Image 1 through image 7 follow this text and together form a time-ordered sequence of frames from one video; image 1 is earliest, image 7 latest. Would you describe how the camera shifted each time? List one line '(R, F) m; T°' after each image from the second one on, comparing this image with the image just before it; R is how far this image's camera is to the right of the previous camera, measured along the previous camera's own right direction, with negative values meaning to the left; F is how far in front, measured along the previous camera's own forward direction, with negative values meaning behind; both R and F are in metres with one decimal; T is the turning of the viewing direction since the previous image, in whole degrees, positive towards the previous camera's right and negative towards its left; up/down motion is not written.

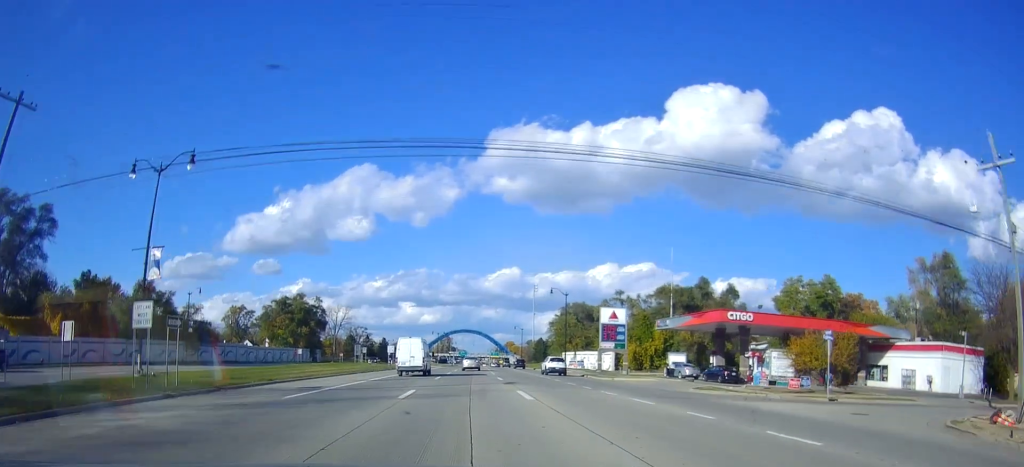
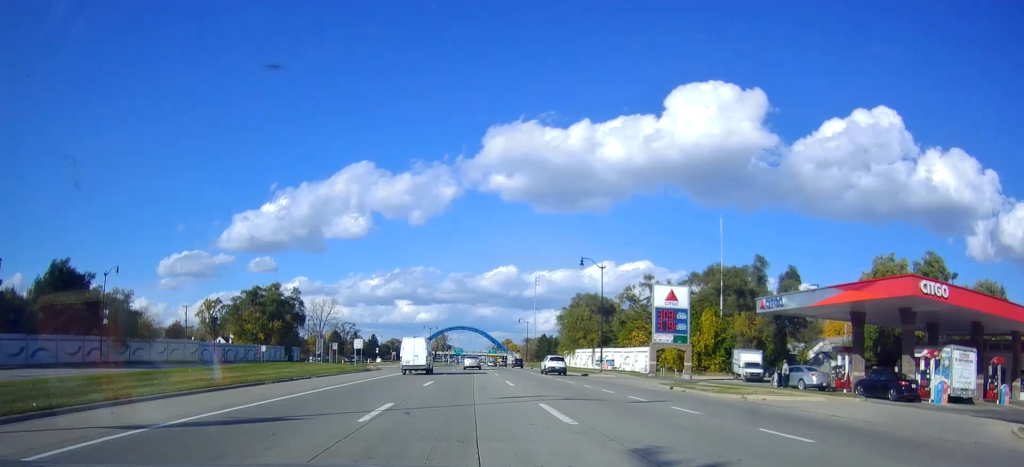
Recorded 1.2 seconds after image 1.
(-0.1, +22.6) m; 0°
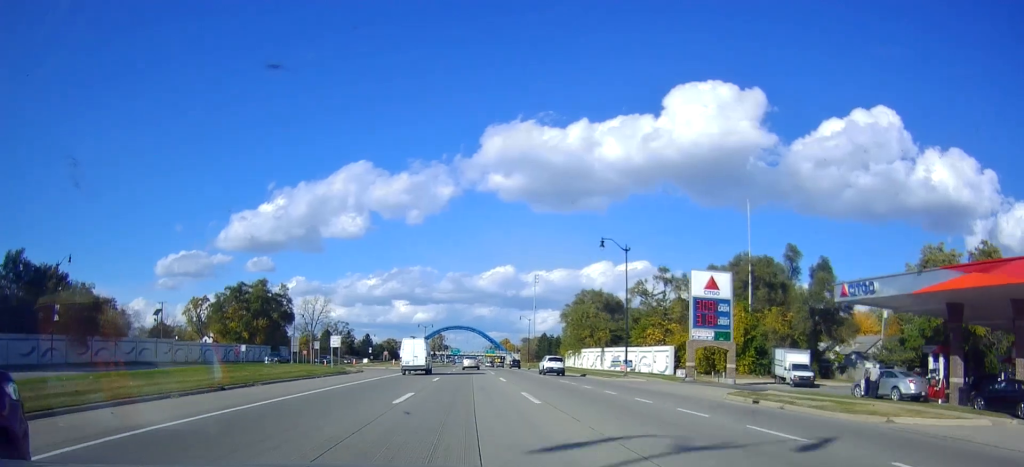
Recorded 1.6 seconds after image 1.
(+0.1, +8.9) m; 0°
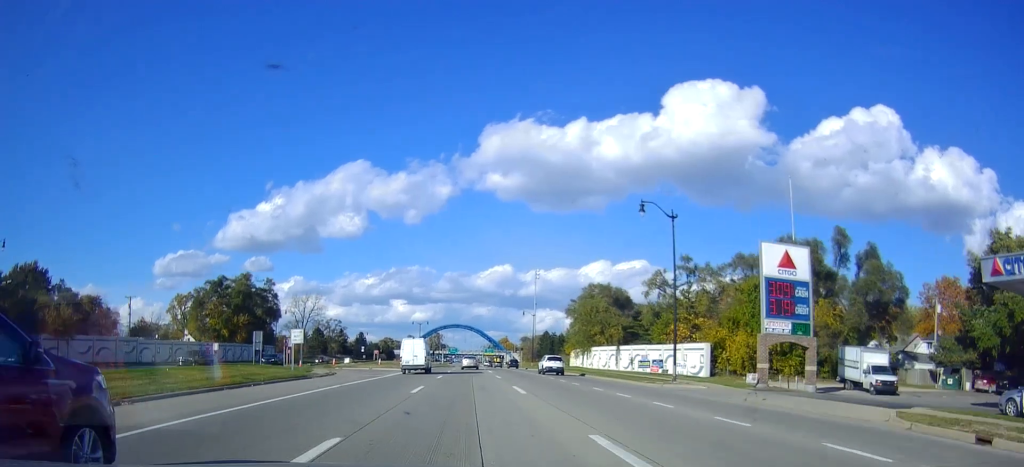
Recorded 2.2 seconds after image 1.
(+0.2, +11.4) m; +1°
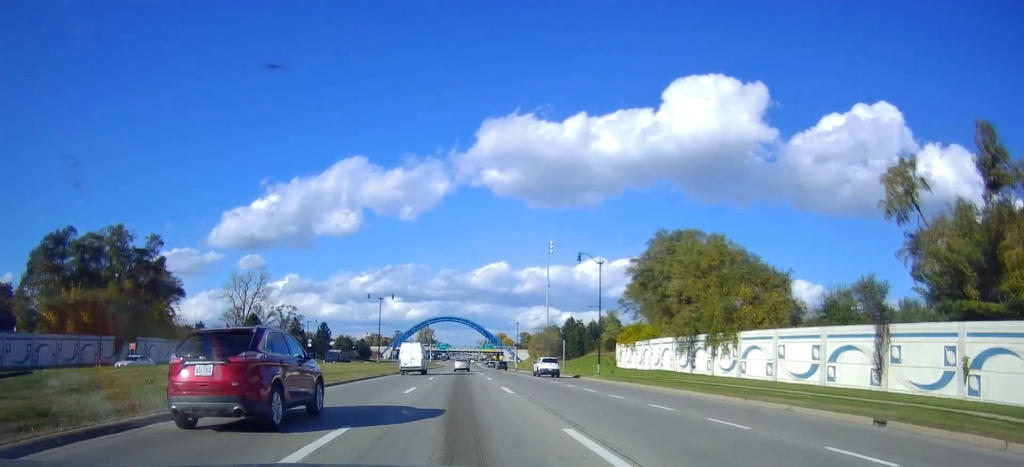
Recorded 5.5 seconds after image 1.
(+0.1, +60.3) m; 0°
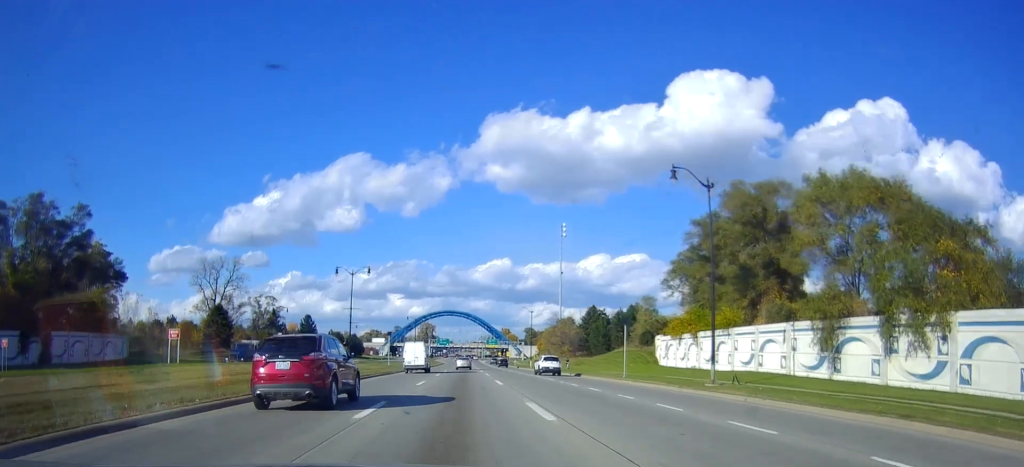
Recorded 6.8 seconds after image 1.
(-0.6, +24.0) m; -2°
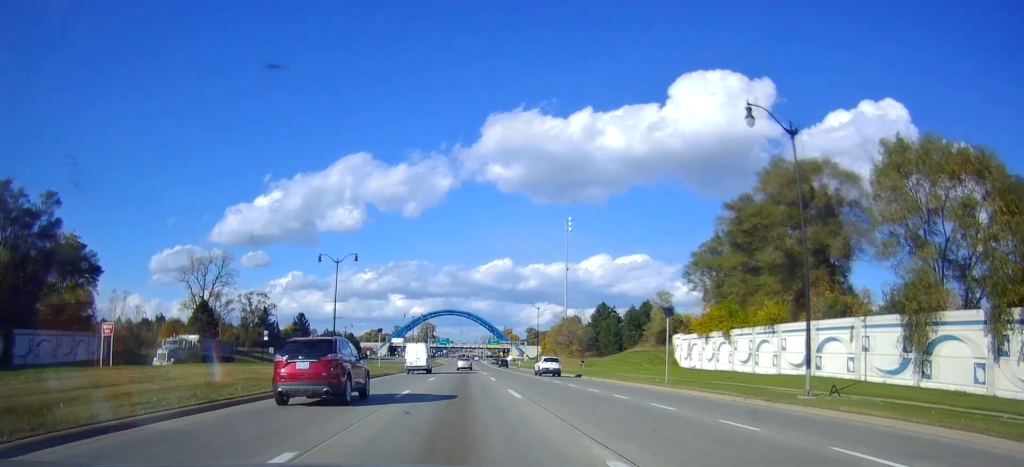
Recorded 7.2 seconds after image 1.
(-0.4, +8.6) m; 0°
